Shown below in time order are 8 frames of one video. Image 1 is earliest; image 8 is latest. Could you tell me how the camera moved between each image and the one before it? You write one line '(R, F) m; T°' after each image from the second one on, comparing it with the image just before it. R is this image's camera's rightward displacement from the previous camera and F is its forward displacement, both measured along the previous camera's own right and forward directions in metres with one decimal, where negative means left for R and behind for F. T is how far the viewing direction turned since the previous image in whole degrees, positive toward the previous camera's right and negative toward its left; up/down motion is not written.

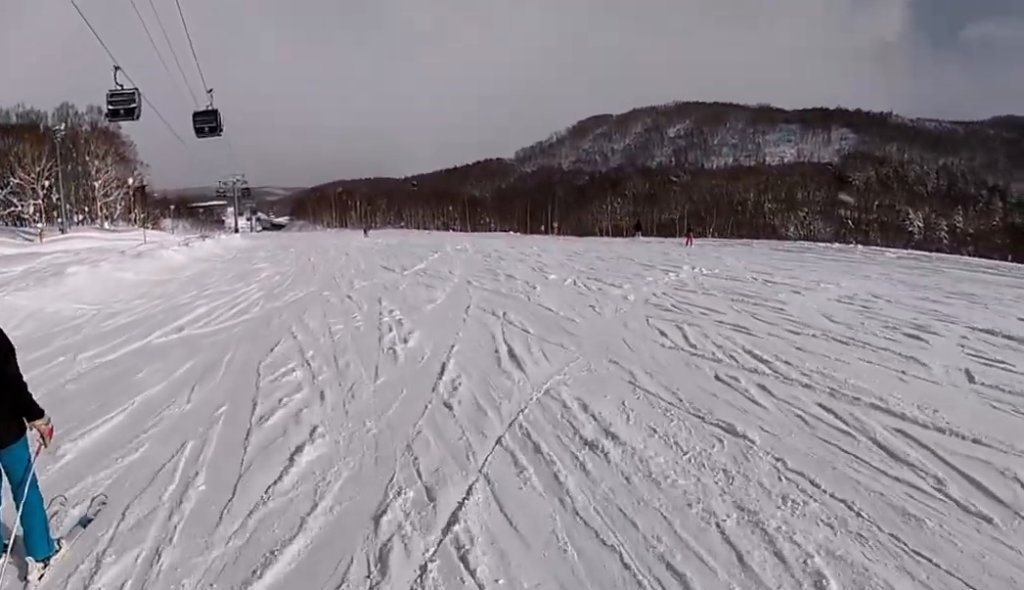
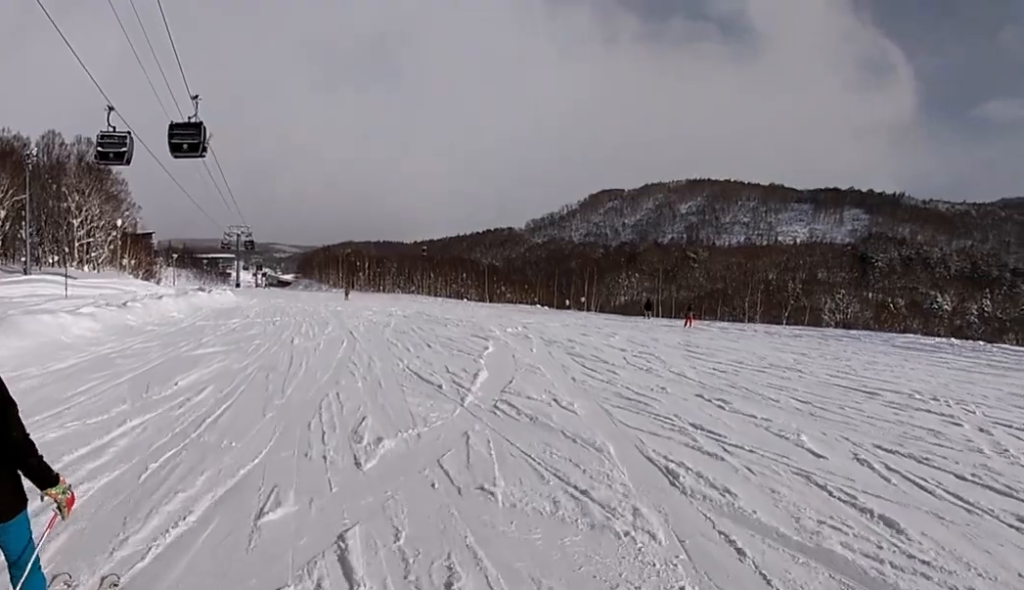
(0.0, +10.2) m; -1°
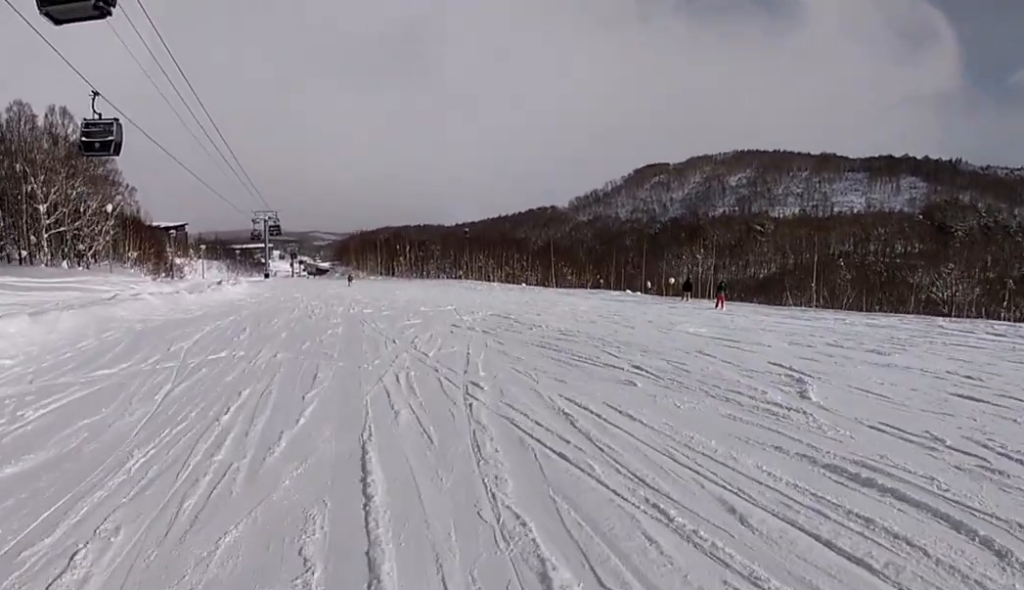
(-2.0, +15.7) m; -10°
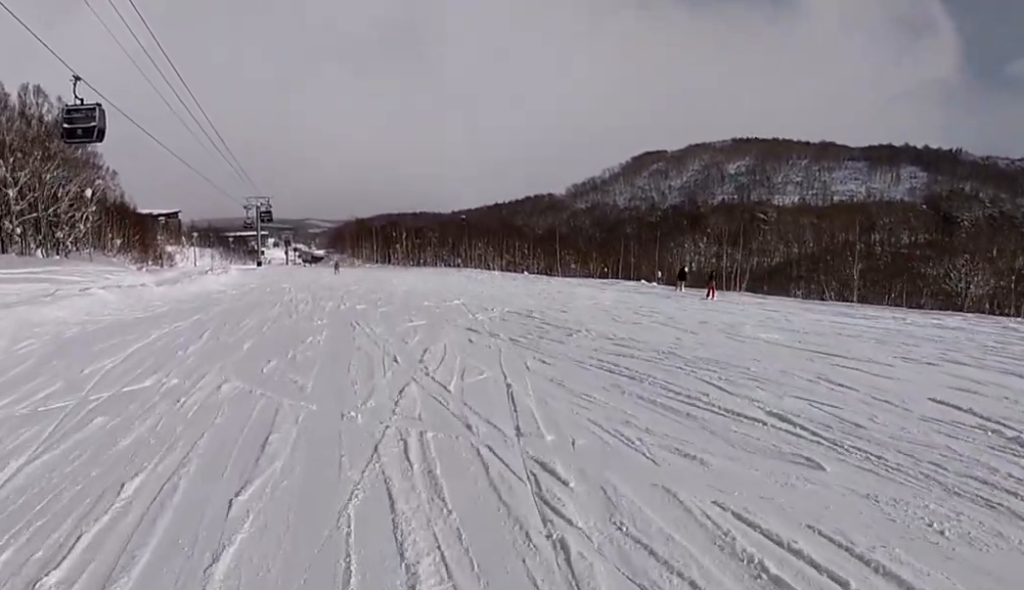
(+0.2, +4.3) m; +4°
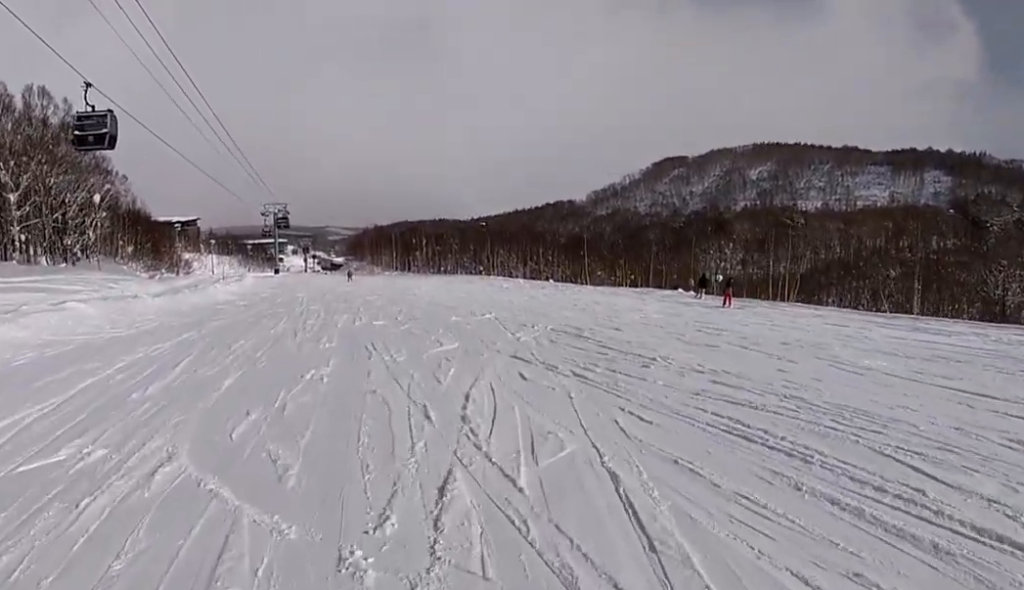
(+0.3, +3.3) m; +5°
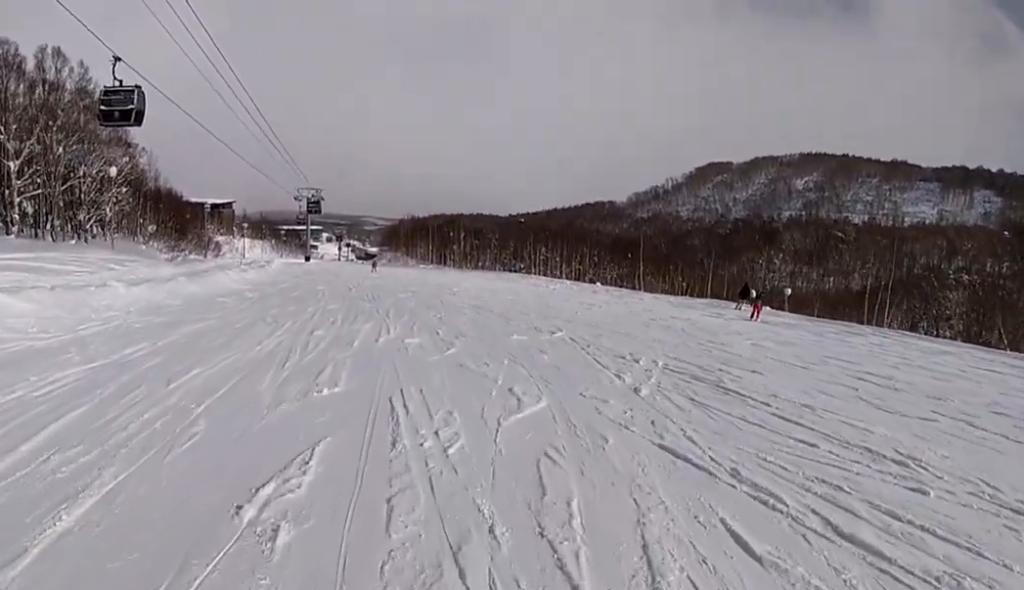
(+0.2, +5.9) m; +2°
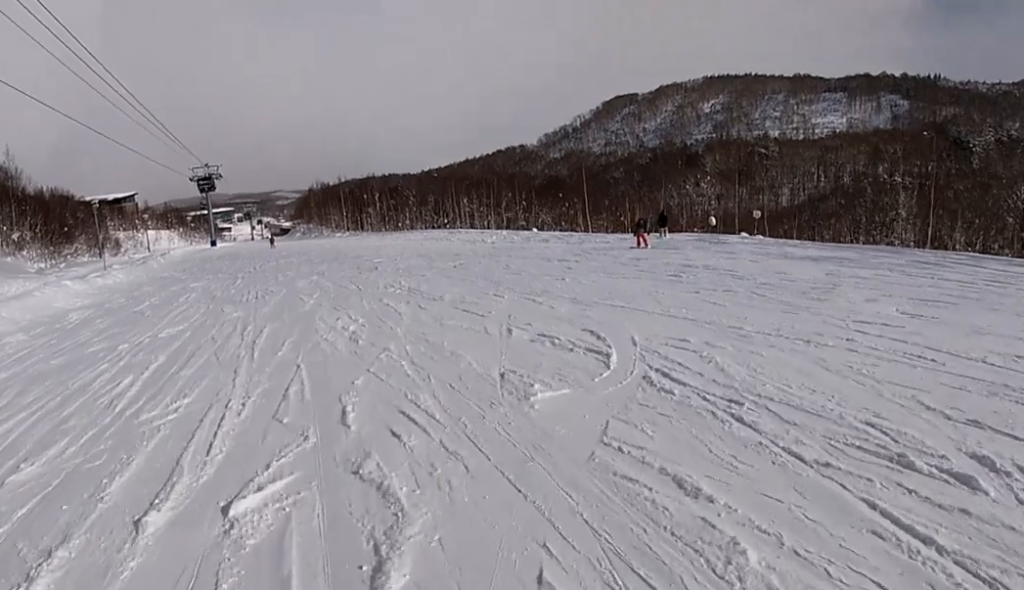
(+0.1, +10.0) m; -2°
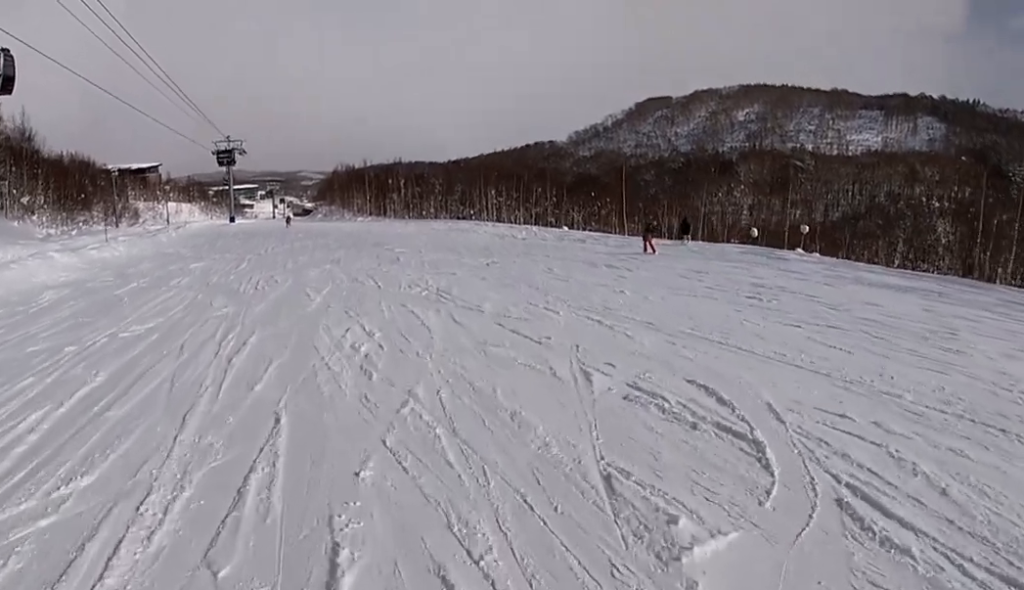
(+0.1, +3.0) m; -6°
